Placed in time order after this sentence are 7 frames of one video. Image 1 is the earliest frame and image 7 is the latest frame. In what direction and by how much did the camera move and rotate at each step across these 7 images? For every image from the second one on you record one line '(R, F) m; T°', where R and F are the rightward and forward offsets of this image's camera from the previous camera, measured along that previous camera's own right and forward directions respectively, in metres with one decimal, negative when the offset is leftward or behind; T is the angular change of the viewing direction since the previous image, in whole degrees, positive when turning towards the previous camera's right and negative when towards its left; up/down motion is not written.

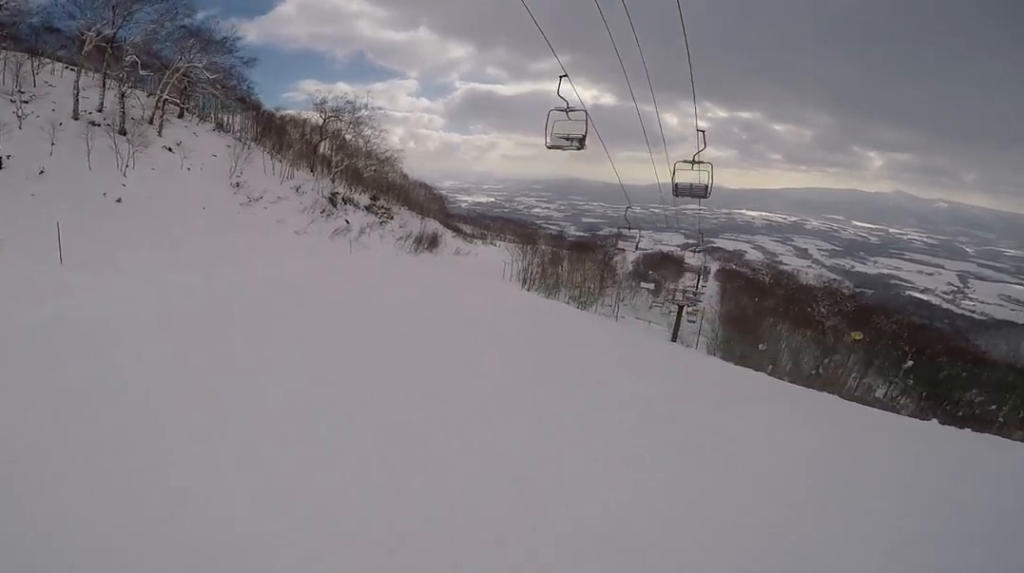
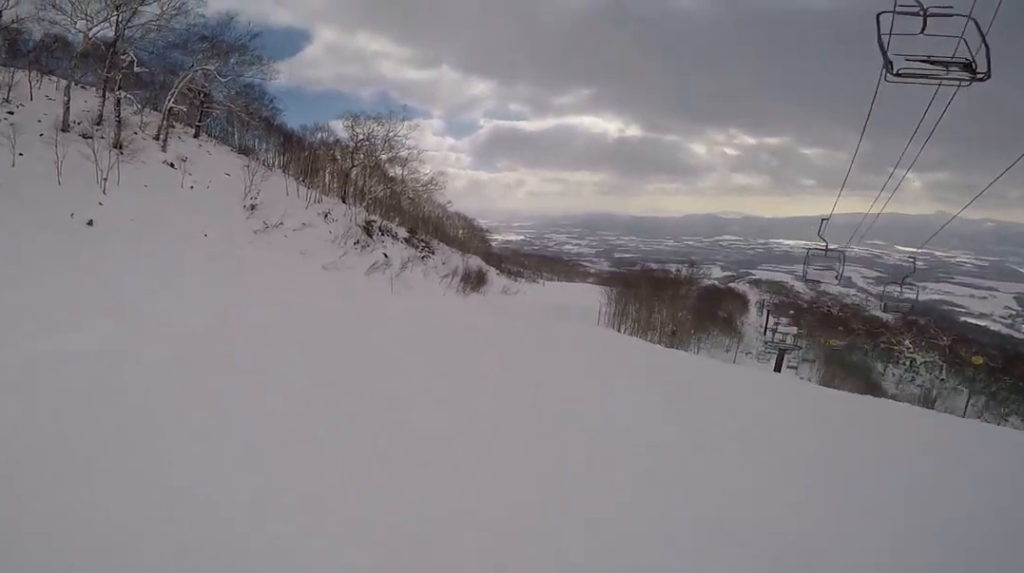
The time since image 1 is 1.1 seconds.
(-1.0, +8.7) m; -2°
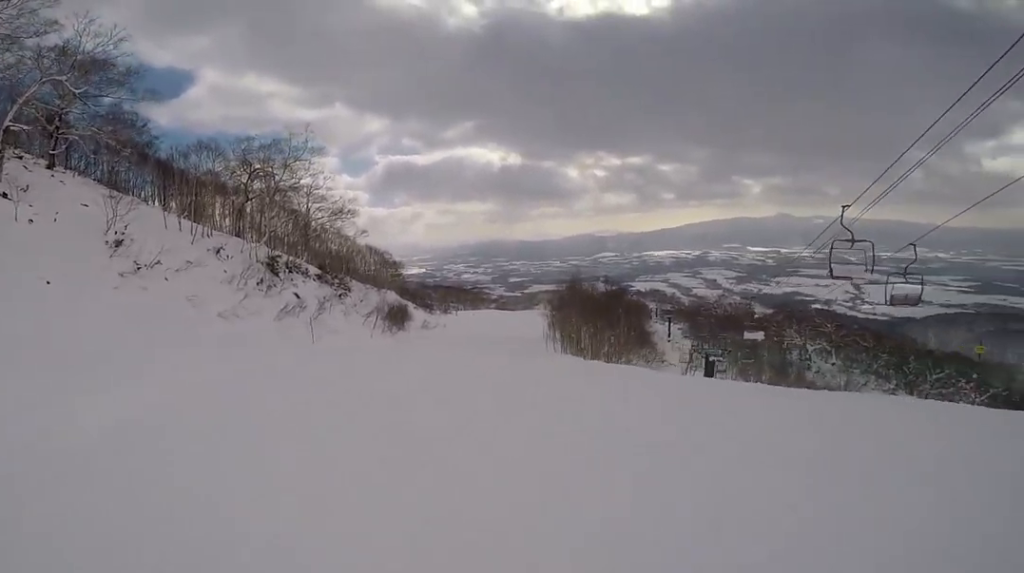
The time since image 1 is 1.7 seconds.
(+0.4, +5.8) m; +7°
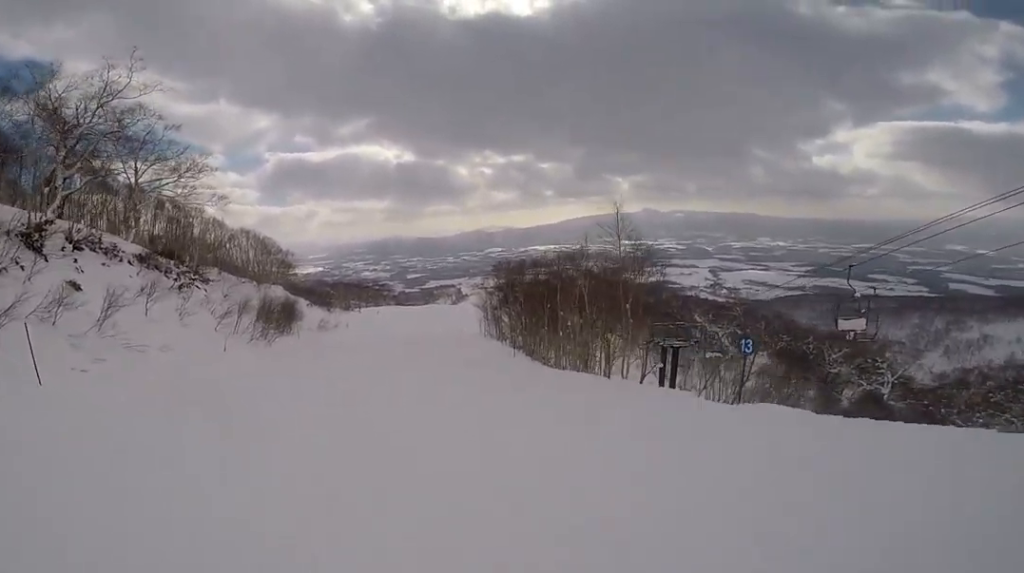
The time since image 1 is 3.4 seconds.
(+2.6, +14.2) m; +17°
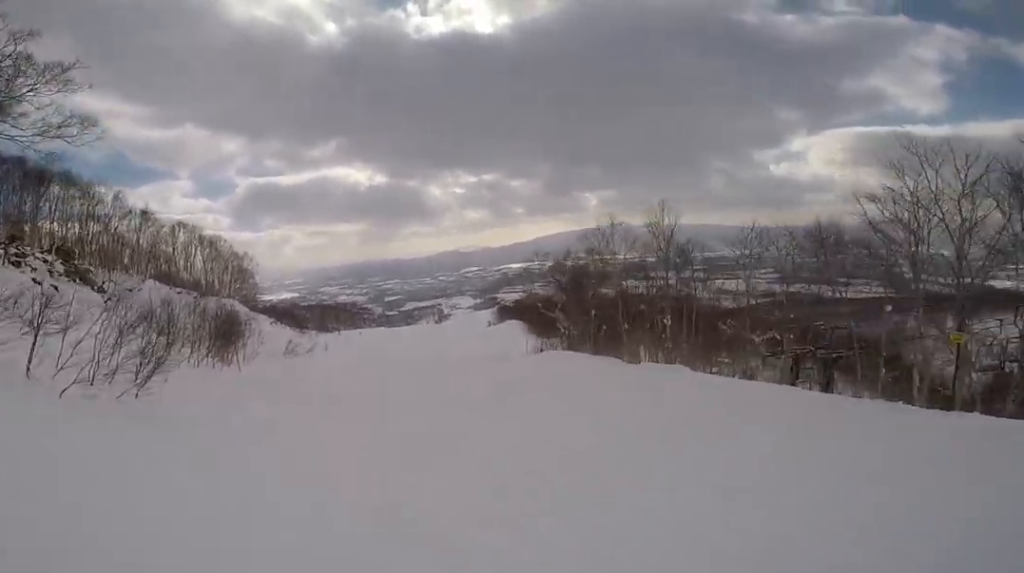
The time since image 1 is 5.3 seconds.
(-0.1, +16.7) m; -3°
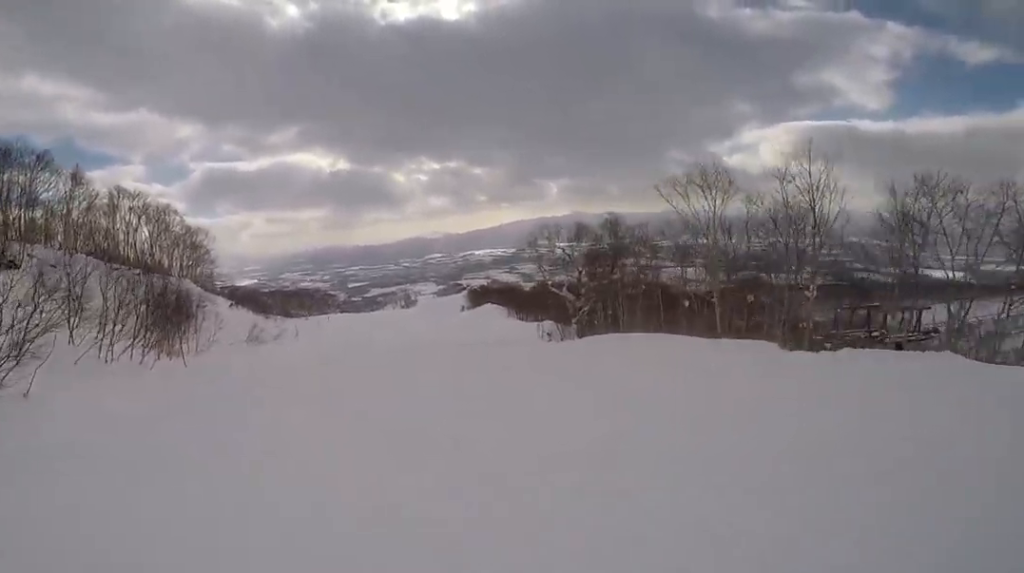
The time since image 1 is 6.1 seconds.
(-0.1, +6.3) m; +3°
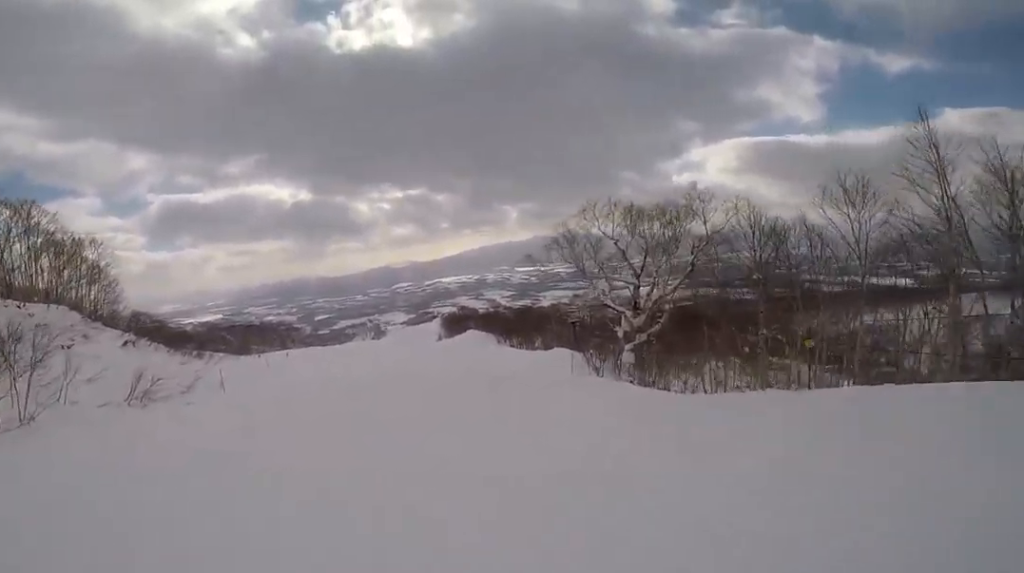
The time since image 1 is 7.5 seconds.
(+1.7, +13.6) m; +11°
